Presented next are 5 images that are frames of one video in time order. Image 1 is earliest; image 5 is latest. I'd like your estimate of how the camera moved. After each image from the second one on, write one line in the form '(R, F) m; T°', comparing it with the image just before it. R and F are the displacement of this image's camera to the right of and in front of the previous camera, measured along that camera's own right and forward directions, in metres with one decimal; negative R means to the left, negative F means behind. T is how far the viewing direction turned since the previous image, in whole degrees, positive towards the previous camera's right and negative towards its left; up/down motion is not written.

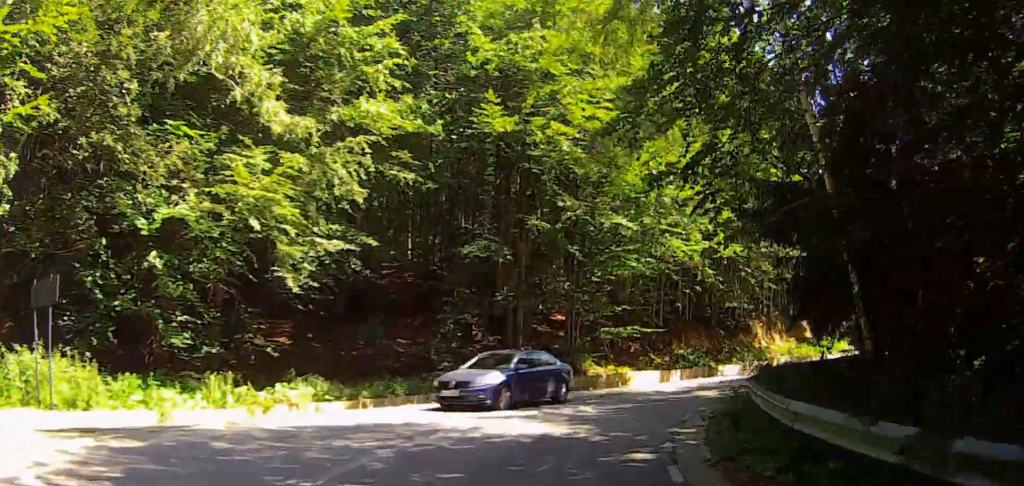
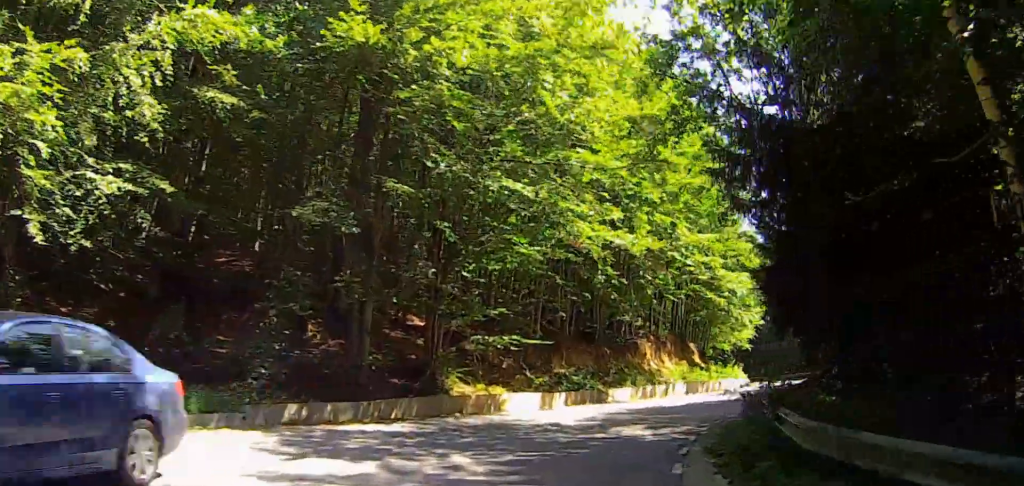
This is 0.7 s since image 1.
(+1.7, +7.1) m; +10°
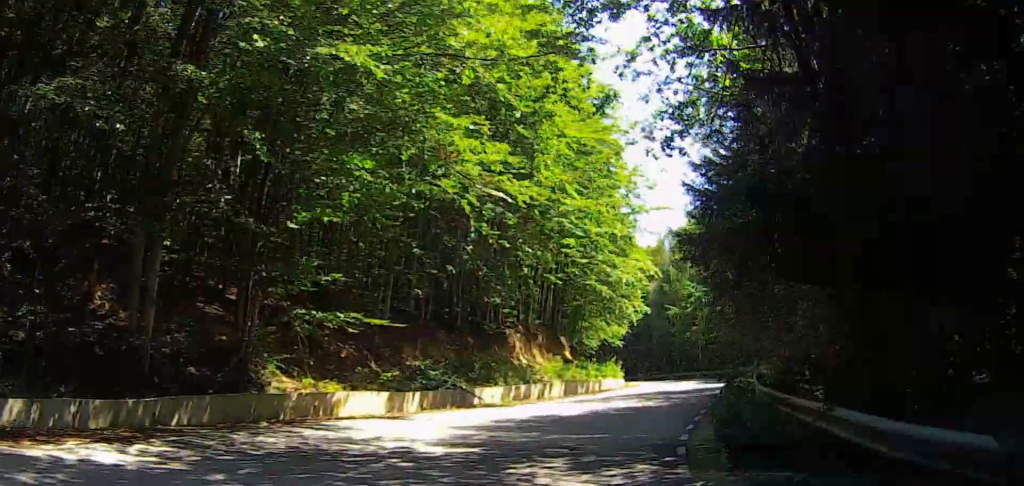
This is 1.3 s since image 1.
(+0.5, +6.9) m; +9°
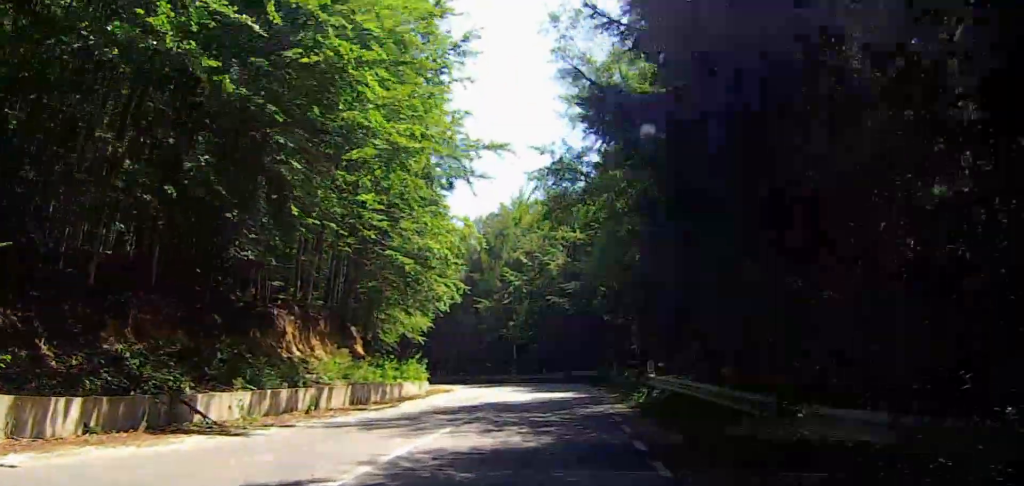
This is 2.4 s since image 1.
(+1.1, +10.5) m; +13°
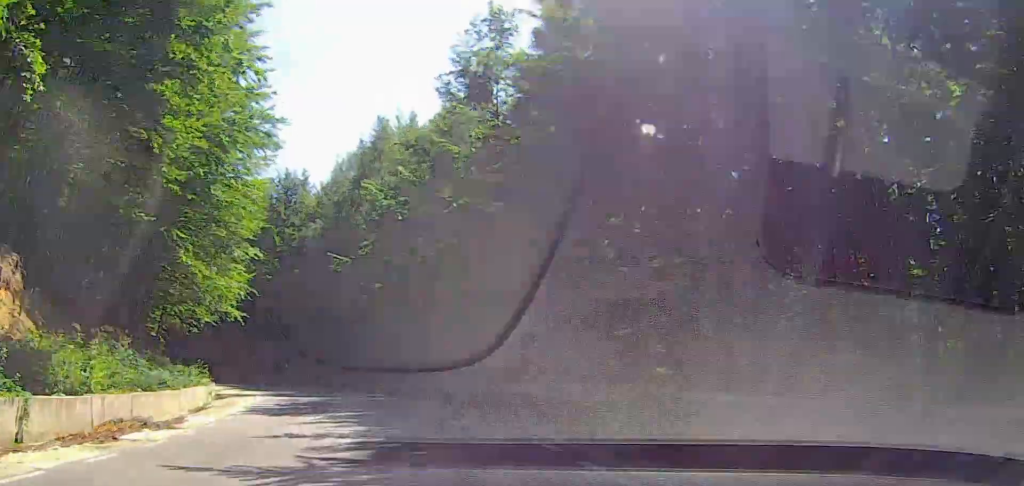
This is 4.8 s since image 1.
(+2.9, +26.3) m; 0°
